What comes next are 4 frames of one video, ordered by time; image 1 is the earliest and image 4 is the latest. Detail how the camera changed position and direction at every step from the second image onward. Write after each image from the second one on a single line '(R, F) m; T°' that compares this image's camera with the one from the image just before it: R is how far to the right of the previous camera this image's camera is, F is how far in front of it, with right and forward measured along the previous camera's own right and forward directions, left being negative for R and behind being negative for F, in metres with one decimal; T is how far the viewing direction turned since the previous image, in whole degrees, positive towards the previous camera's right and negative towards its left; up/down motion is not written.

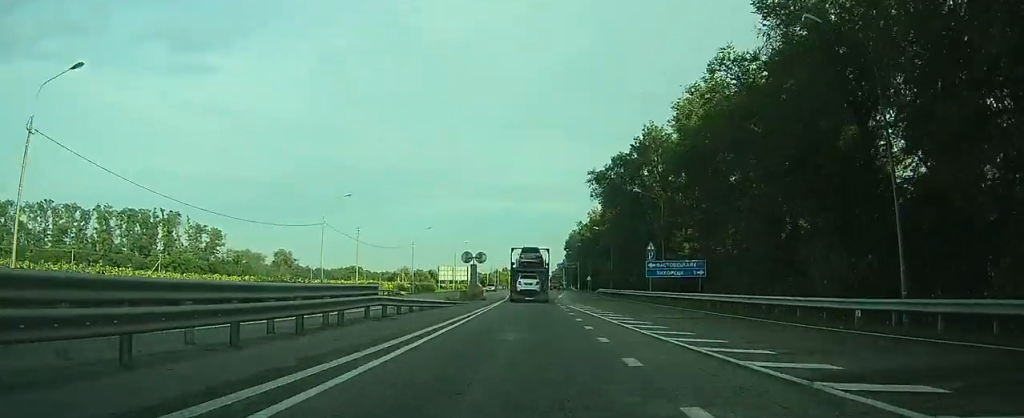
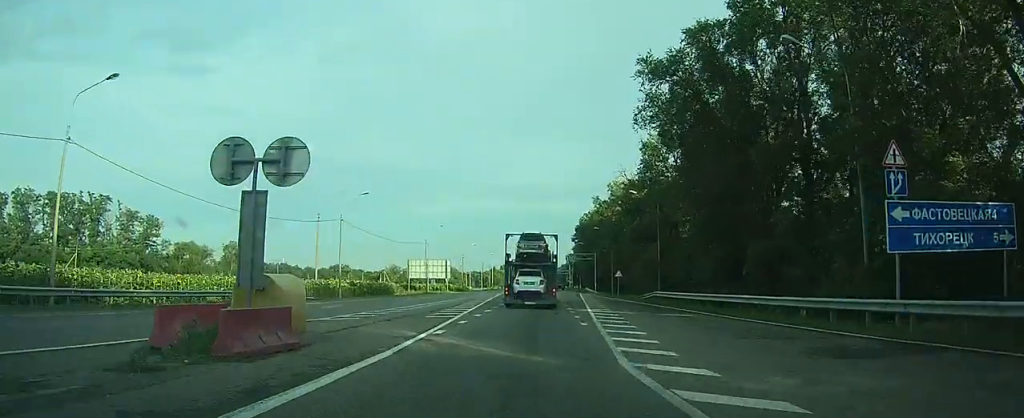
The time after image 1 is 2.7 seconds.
(+0.2, +39.9) m; +1°
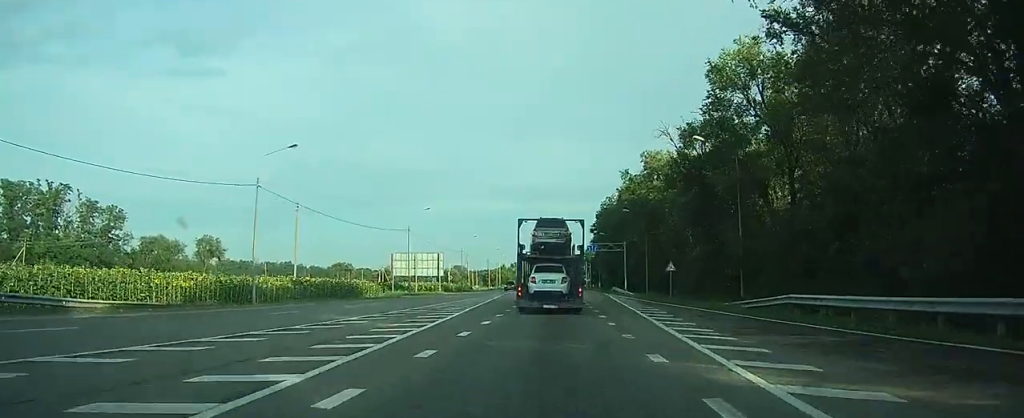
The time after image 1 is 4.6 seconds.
(0.0, +23.2) m; -1°
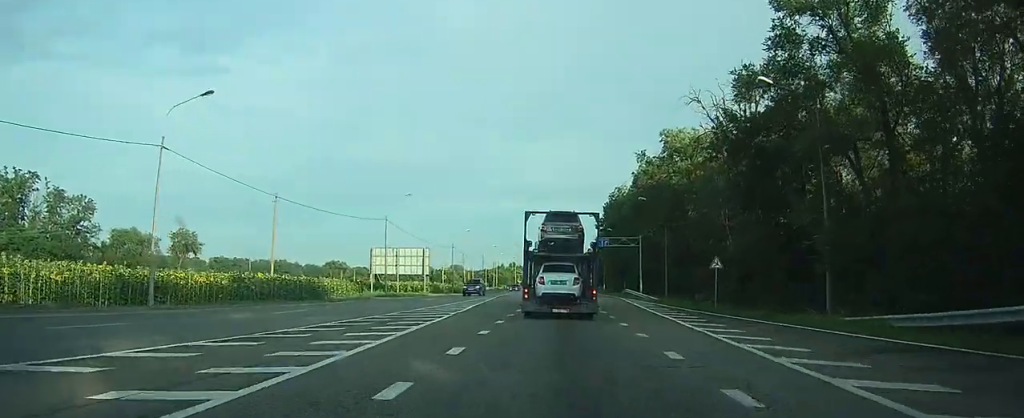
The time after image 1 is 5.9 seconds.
(-0.2, +13.1) m; 0°
